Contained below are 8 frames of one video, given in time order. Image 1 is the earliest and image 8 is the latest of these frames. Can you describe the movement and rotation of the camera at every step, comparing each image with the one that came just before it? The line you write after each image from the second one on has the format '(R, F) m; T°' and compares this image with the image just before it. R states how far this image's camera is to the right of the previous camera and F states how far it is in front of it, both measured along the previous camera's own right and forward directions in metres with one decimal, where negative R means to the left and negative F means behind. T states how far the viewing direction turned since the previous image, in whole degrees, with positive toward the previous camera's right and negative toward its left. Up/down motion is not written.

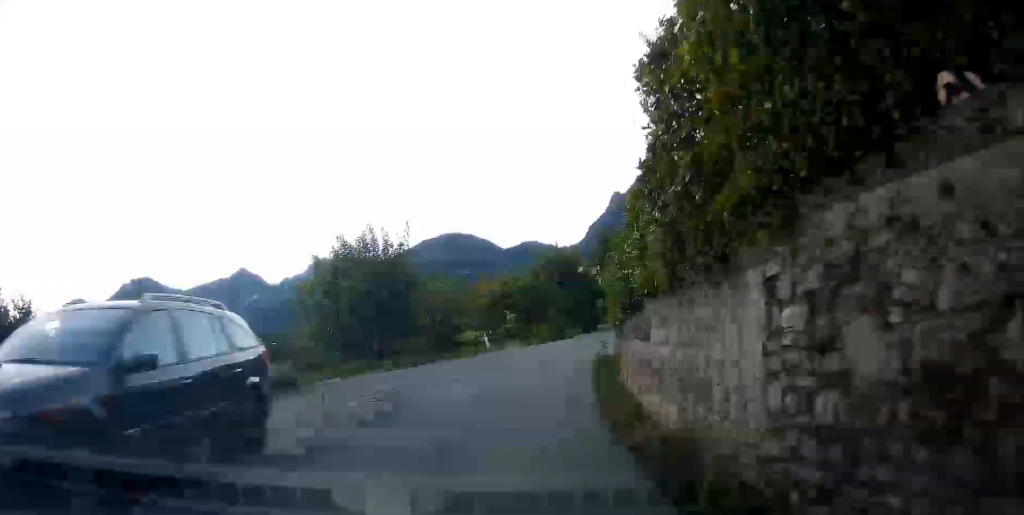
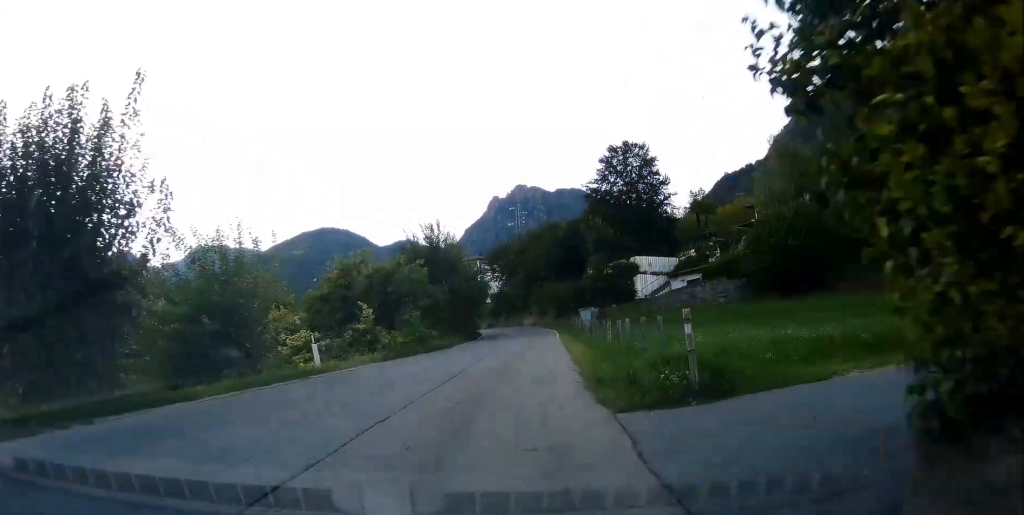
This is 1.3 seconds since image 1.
(+1.3, +12.9) m; +9°
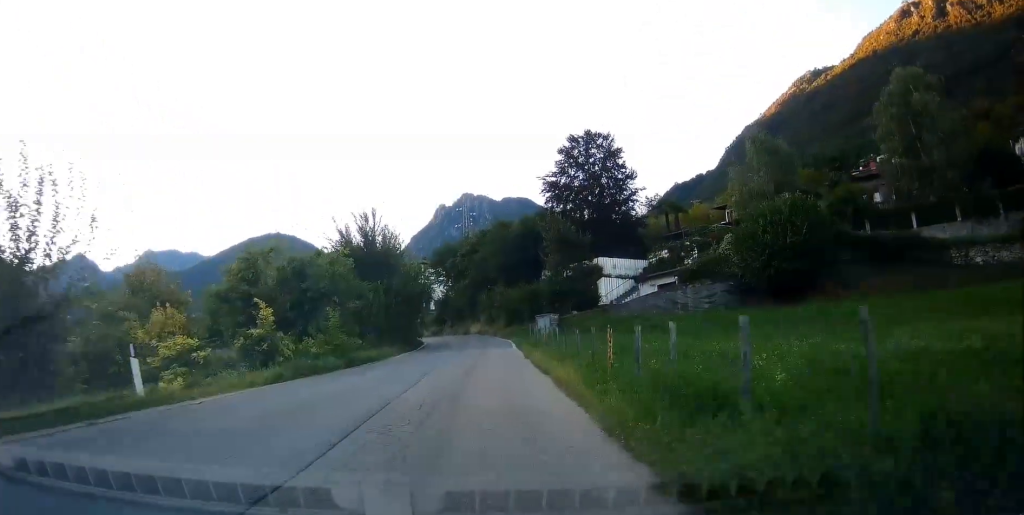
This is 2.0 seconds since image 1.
(+0.1, +6.8) m; +4°
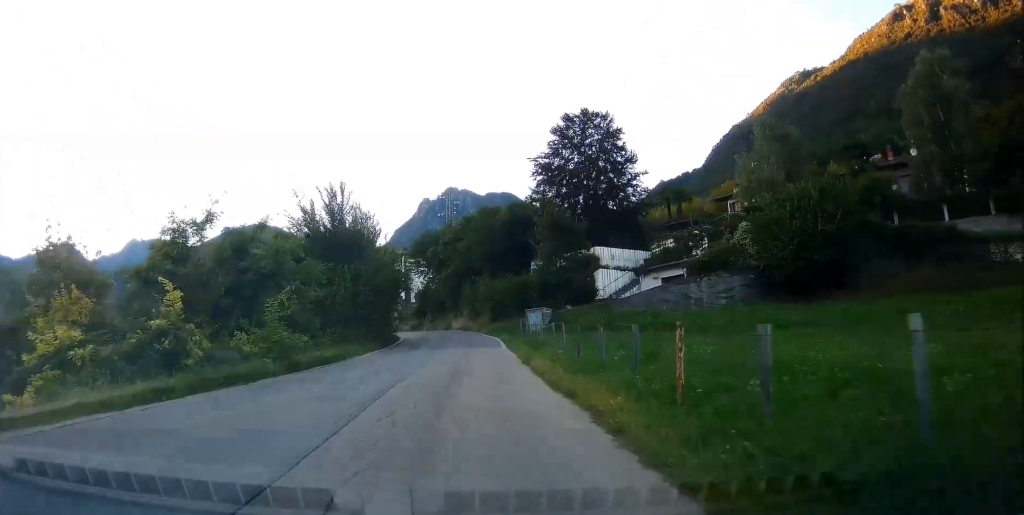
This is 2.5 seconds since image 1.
(+0.2, +5.5) m; +2°
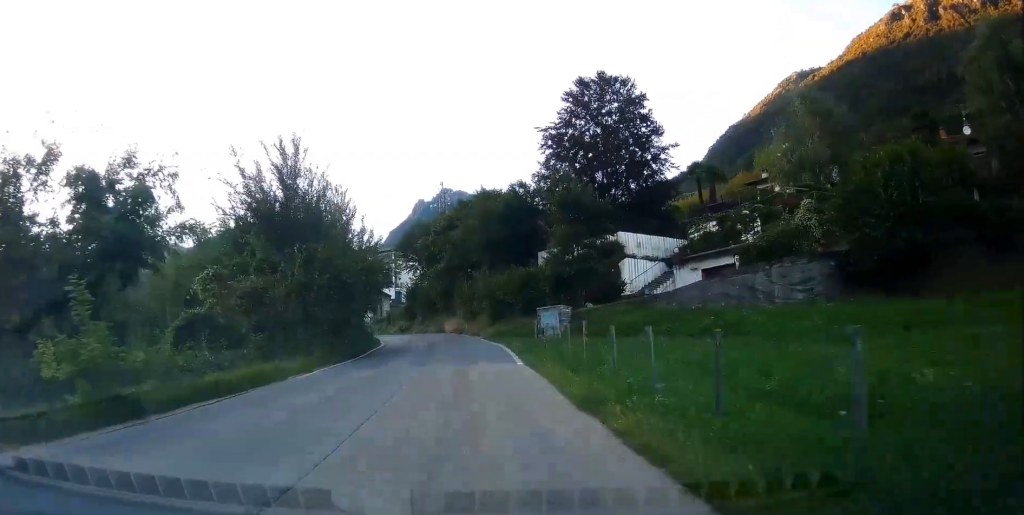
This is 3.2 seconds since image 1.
(+0.2, +8.6) m; +2°
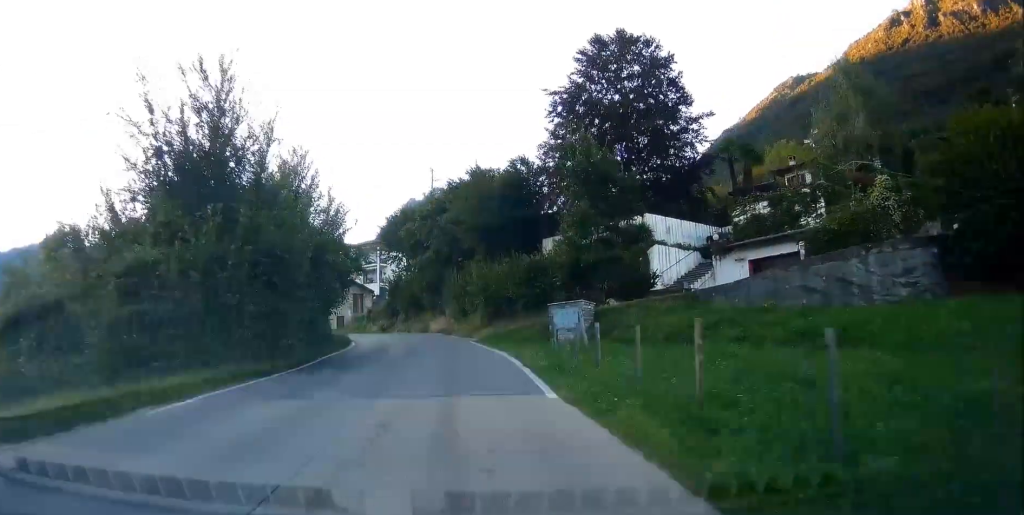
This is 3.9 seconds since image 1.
(+0.3, +7.8) m; 0°
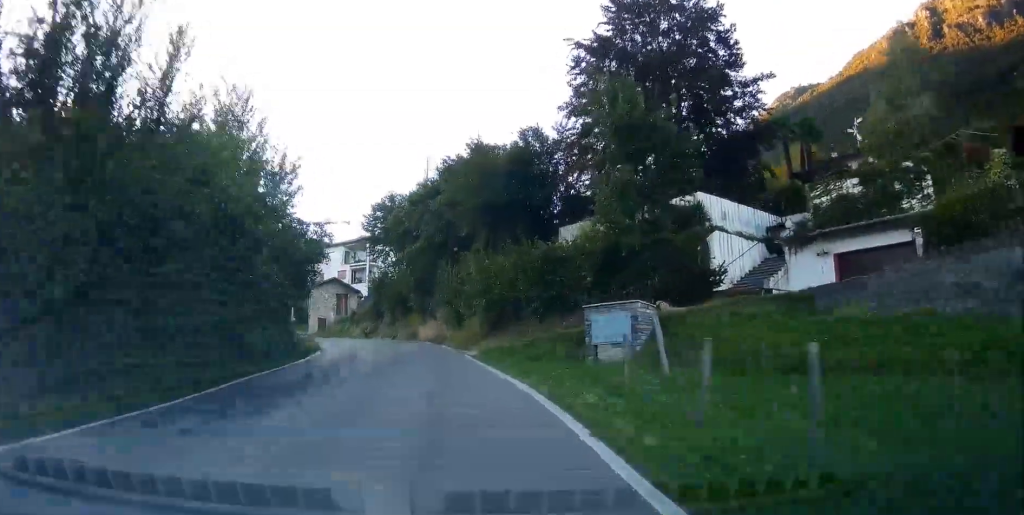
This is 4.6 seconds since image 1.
(-0.3, +8.2) m; 0°
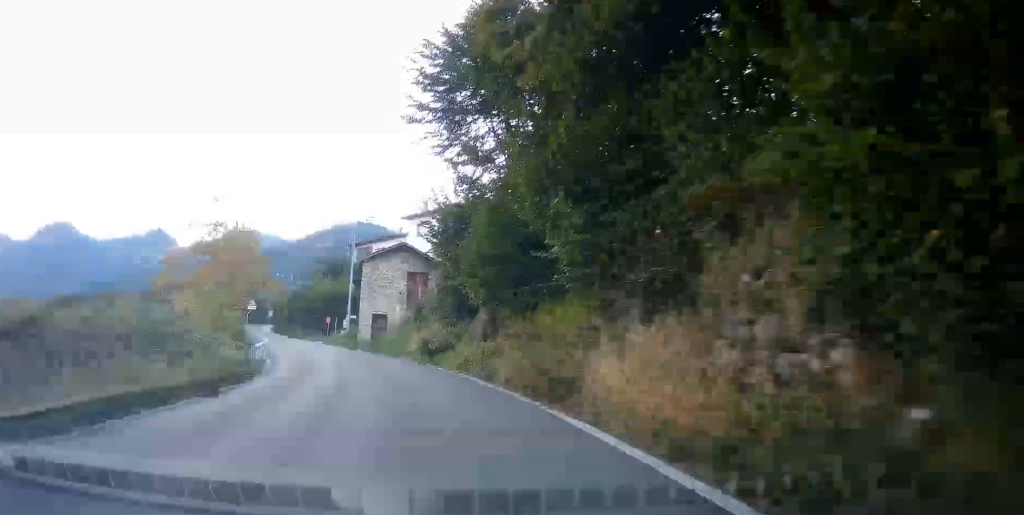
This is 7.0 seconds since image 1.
(-1.0, +32.5) m; -9°
